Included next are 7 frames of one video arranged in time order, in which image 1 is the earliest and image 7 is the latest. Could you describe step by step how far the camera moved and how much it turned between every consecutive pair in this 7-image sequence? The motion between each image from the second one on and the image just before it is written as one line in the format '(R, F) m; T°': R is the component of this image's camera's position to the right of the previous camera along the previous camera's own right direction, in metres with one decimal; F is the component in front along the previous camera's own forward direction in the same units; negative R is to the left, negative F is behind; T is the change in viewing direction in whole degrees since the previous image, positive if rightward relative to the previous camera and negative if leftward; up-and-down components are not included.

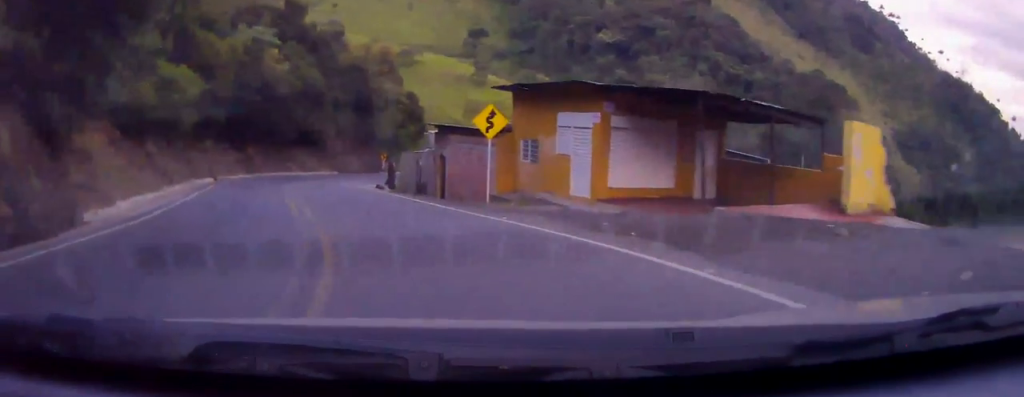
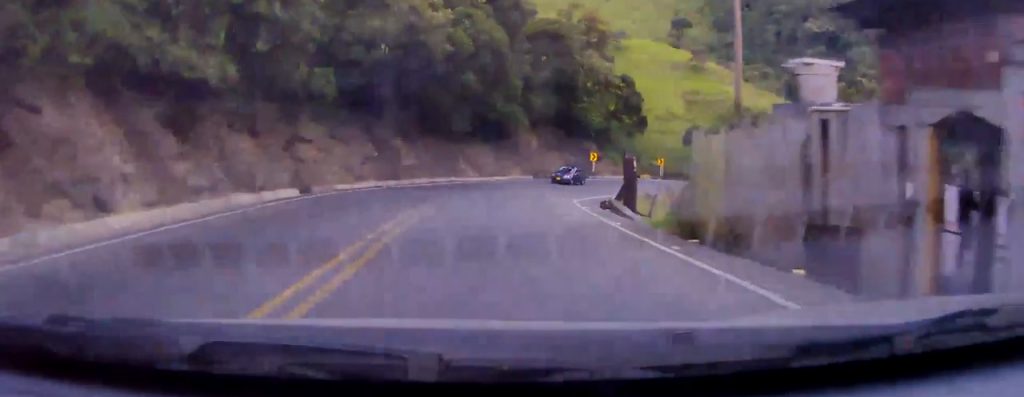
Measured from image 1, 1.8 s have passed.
(0.0, +20.2) m; 0°
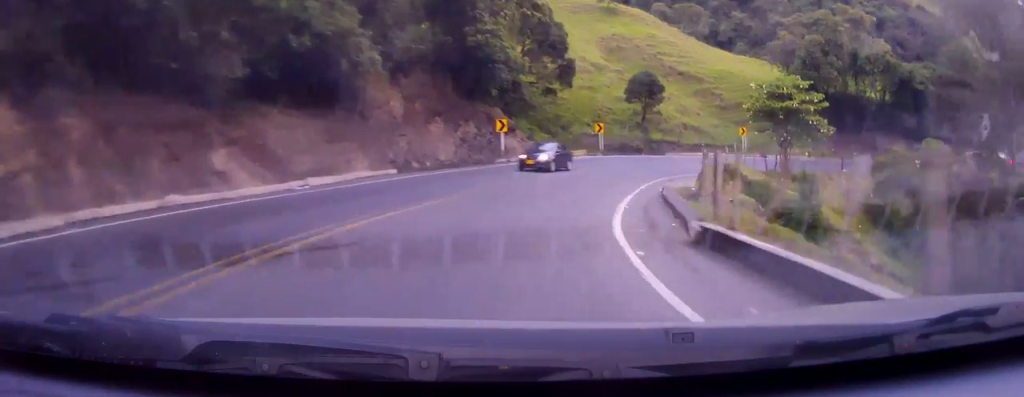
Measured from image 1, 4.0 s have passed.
(+0.3, +28.4) m; +6°
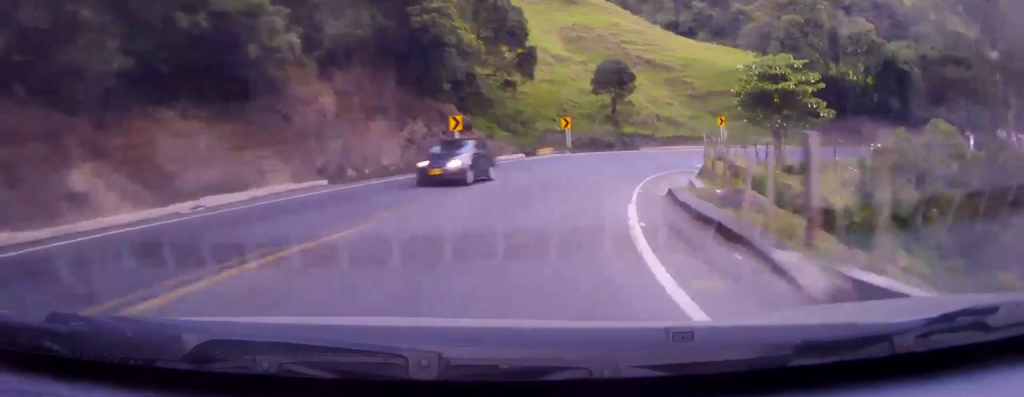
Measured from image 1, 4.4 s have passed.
(+0.4, +5.2) m; +3°
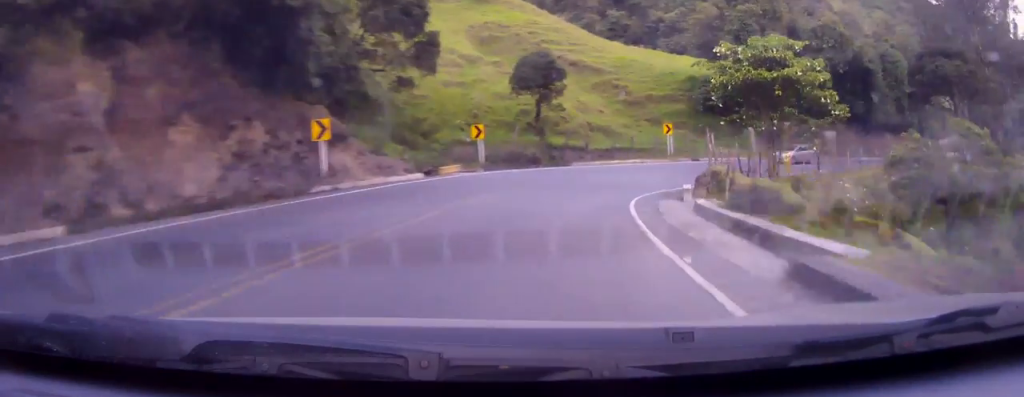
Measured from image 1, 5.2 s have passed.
(+0.6, +10.4) m; +7°
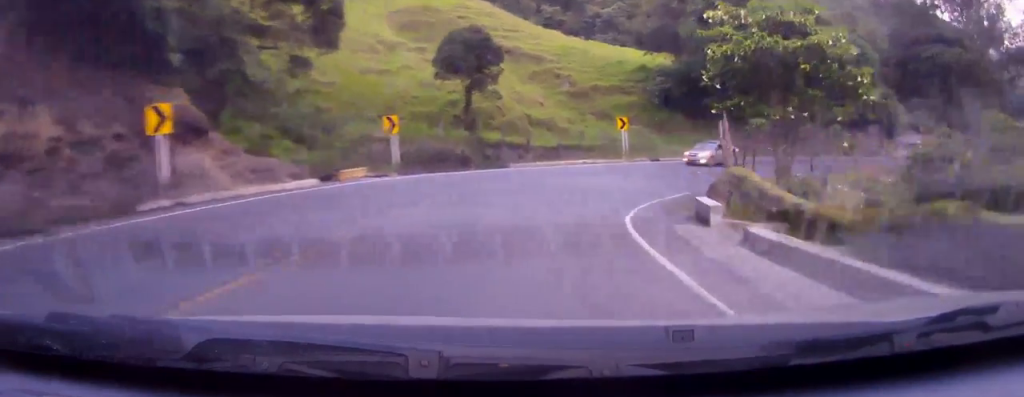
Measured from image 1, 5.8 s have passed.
(+0.1, +7.4) m; +5°
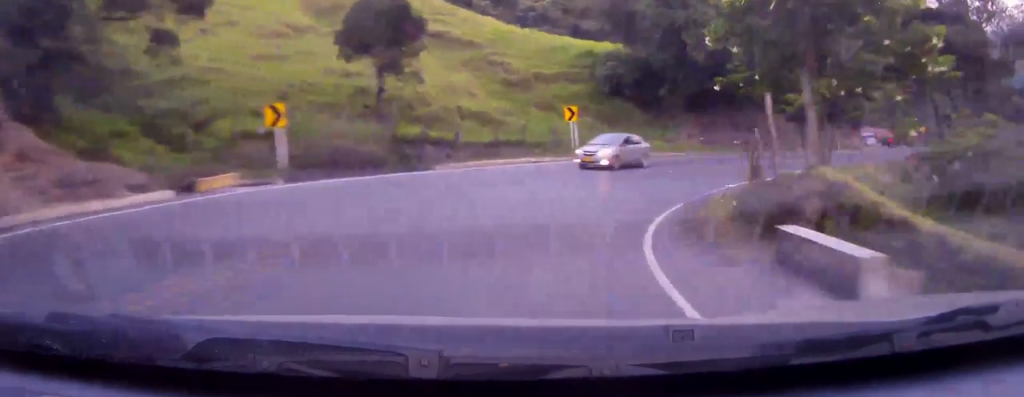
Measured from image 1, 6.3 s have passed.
(+0.5, +6.7) m; +6°
